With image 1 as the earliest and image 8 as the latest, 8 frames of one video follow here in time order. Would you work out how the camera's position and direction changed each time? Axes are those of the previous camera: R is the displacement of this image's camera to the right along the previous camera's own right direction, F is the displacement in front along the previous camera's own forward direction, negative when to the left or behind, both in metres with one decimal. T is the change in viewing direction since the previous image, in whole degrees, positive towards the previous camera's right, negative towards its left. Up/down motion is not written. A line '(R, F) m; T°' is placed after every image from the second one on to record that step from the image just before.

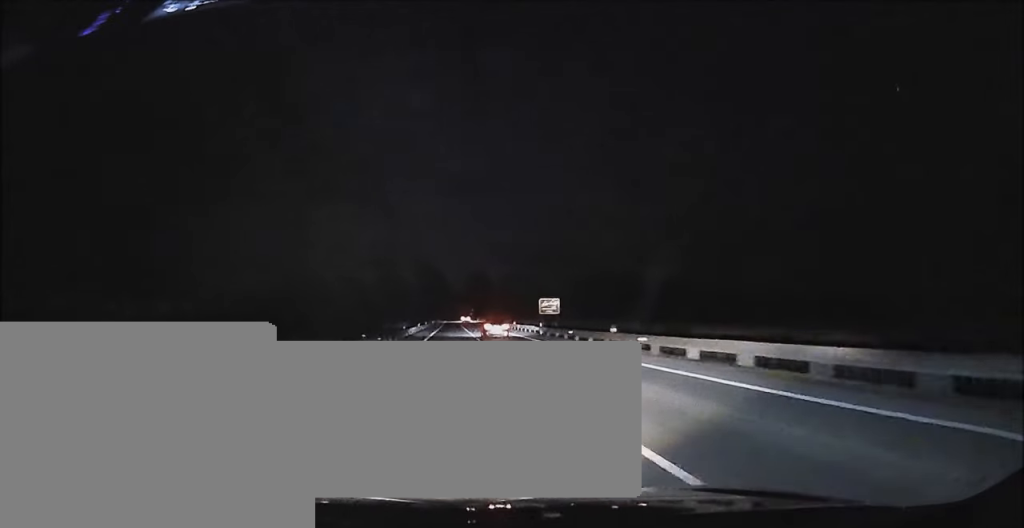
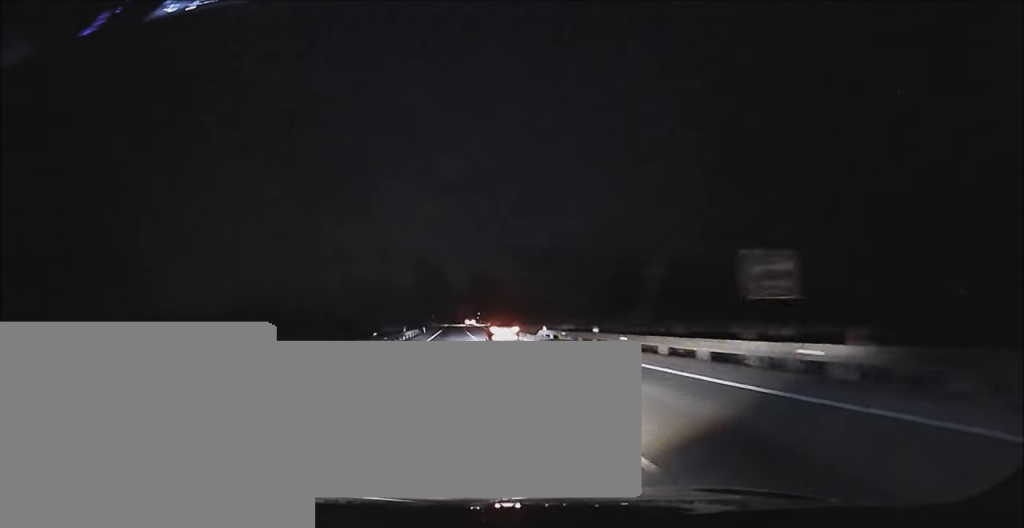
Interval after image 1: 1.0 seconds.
(-0.5, +44.7) m; -1°
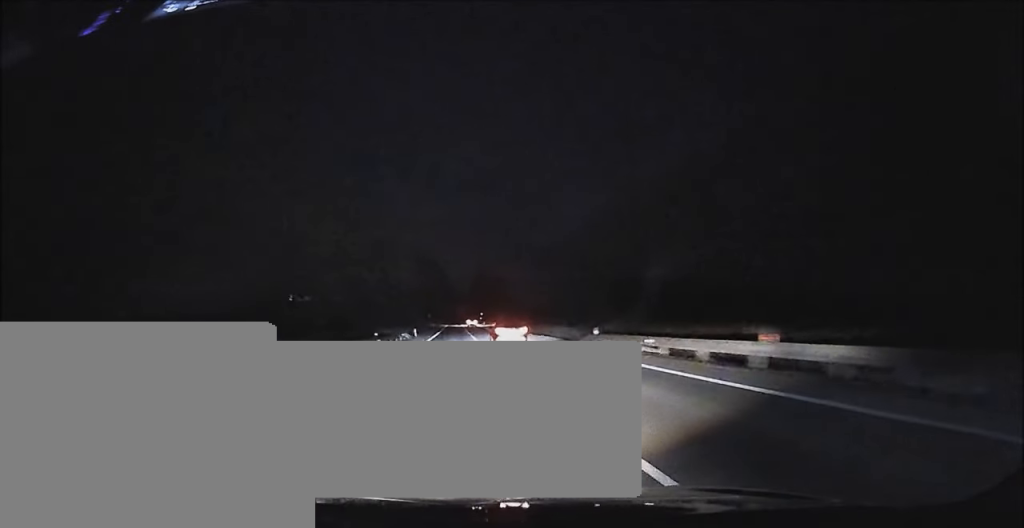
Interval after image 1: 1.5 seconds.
(-0.1, +19.8) m; 0°
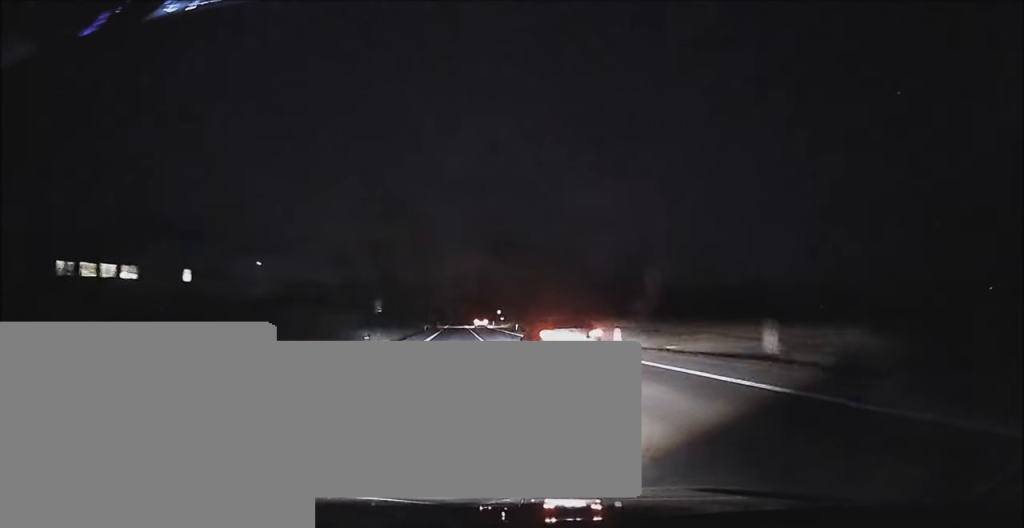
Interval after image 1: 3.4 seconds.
(+0.1, +83.4) m; +1°
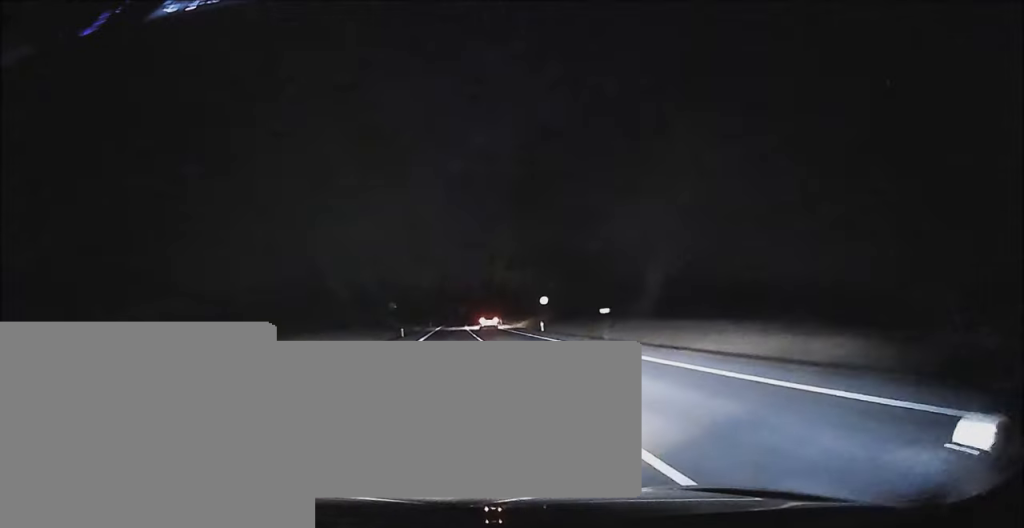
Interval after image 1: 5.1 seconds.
(0.0, +77.1) m; +1°
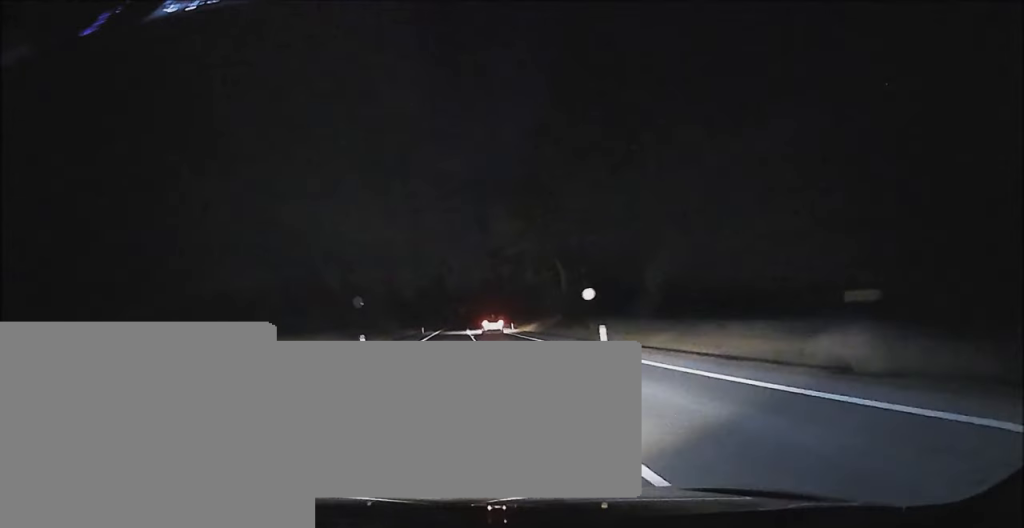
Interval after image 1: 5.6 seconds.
(+0.3, +21.4) m; 0°
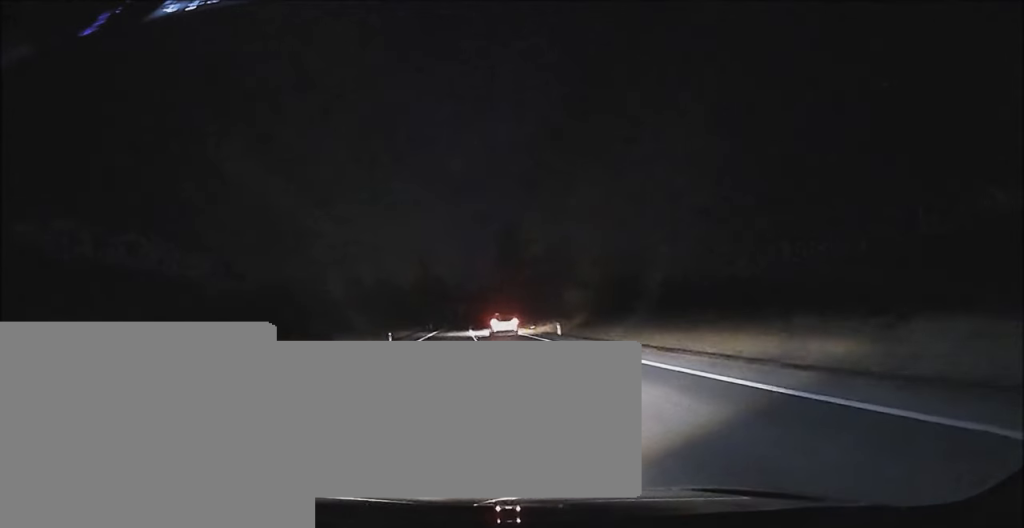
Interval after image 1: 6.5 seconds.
(+0.6, +35.3) m; 0°
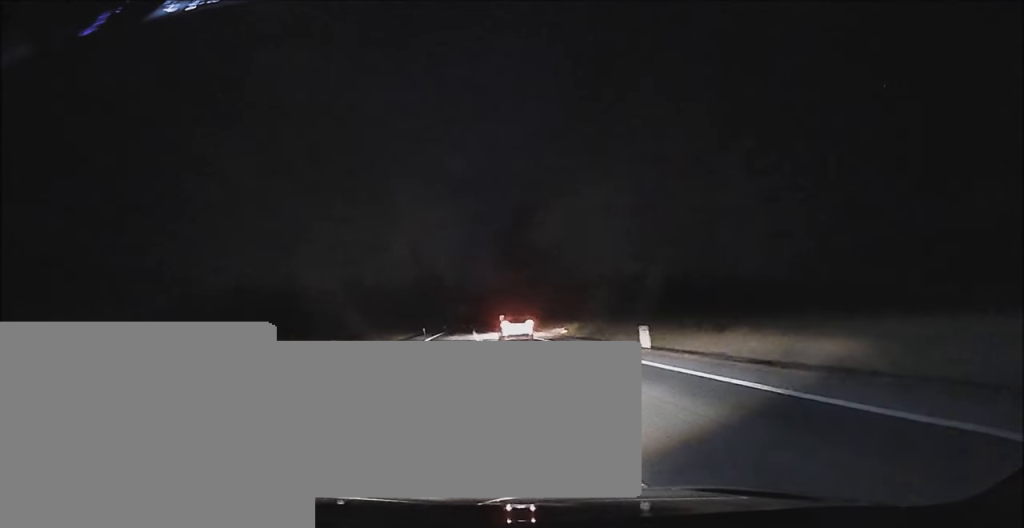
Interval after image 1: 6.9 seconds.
(-0.4, +19.6) m; 0°
